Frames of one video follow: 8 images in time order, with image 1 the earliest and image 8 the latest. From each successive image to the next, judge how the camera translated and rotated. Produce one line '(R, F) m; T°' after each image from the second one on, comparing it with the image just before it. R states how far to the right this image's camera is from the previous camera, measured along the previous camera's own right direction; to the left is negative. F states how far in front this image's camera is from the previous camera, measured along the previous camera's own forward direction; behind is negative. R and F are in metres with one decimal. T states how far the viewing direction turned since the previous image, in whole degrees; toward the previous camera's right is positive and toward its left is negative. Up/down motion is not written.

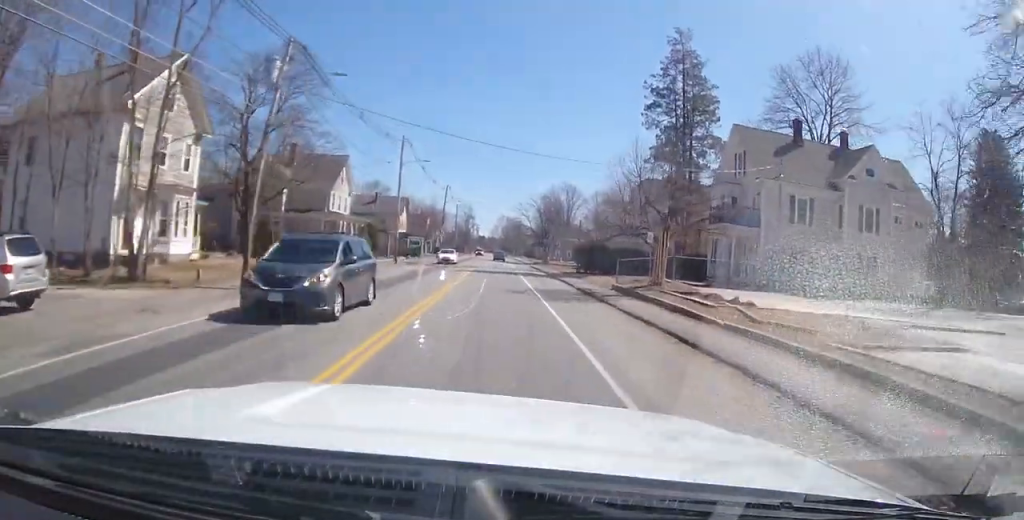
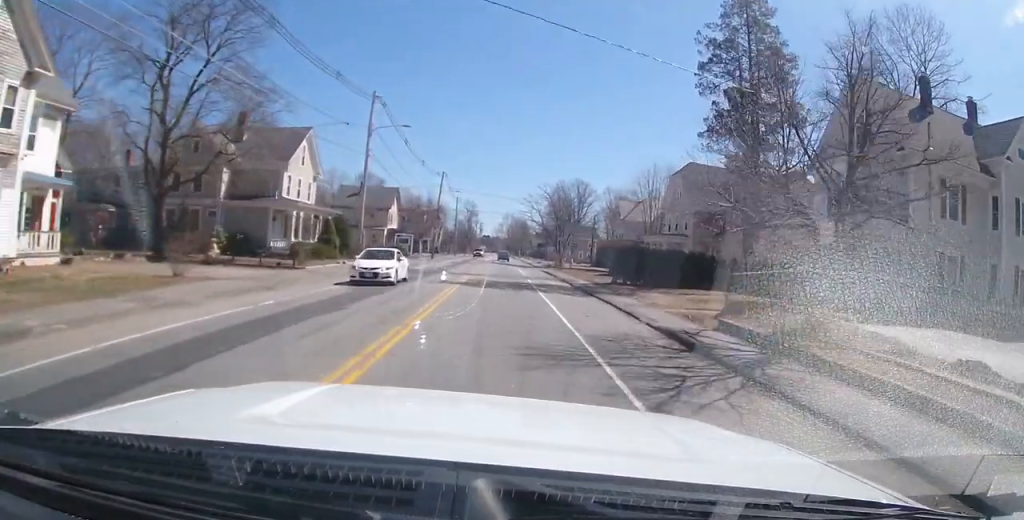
(-0.1, +12.7) m; 0°
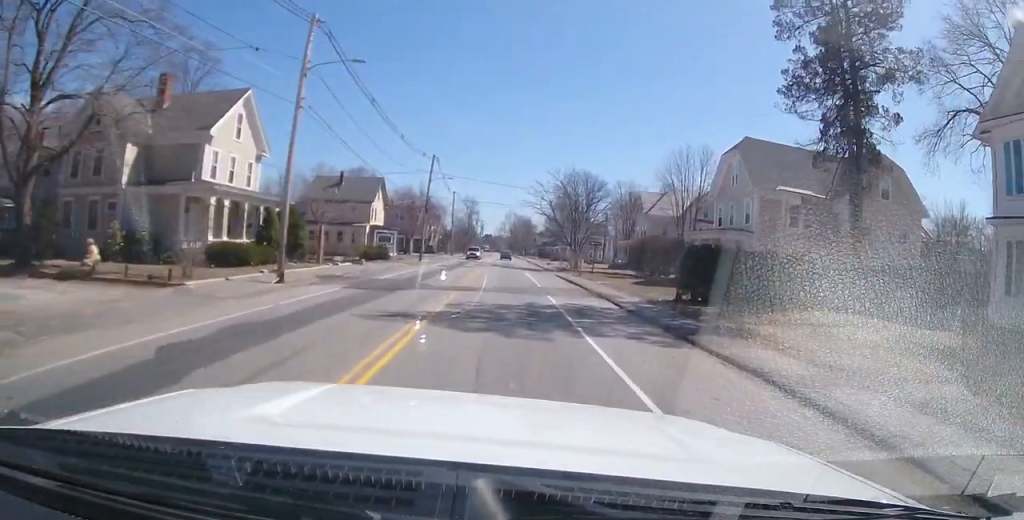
(+0.1, +11.6) m; +1°
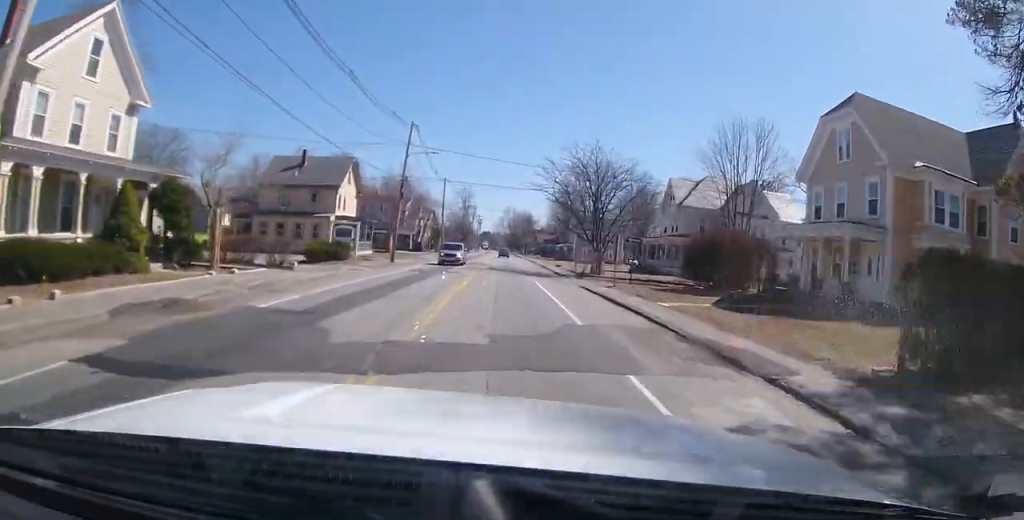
(0.0, +13.5) m; 0°
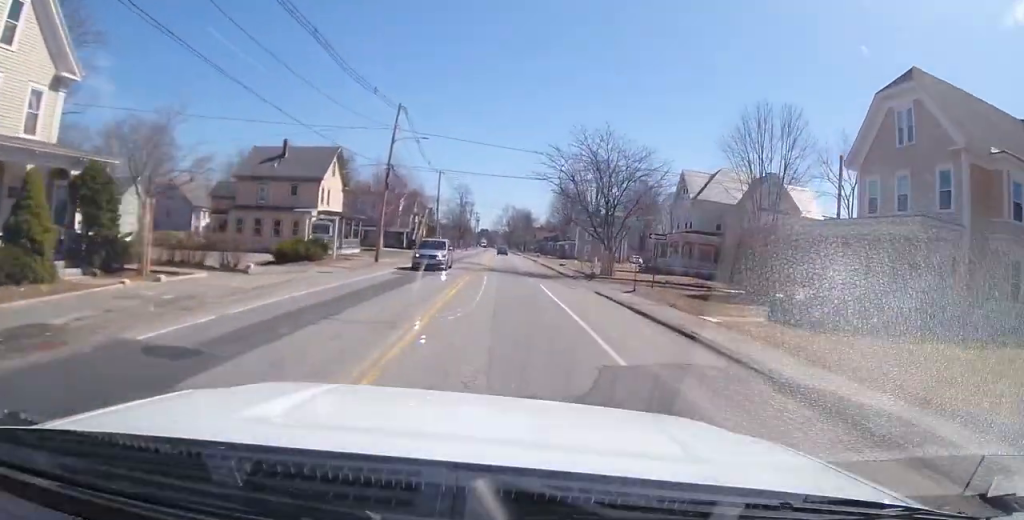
(0.0, +5.1) m; 0°
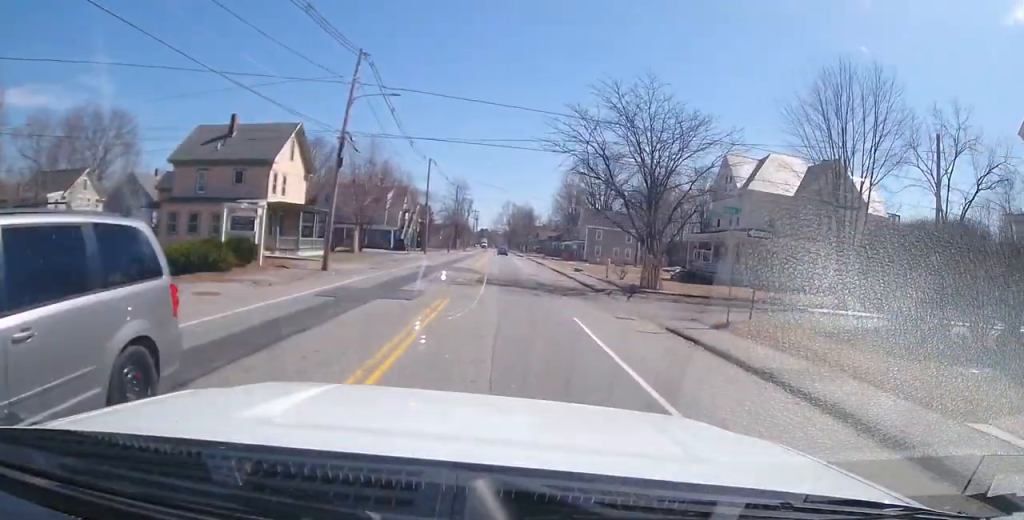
(+0.2, +13.0) m; +2°
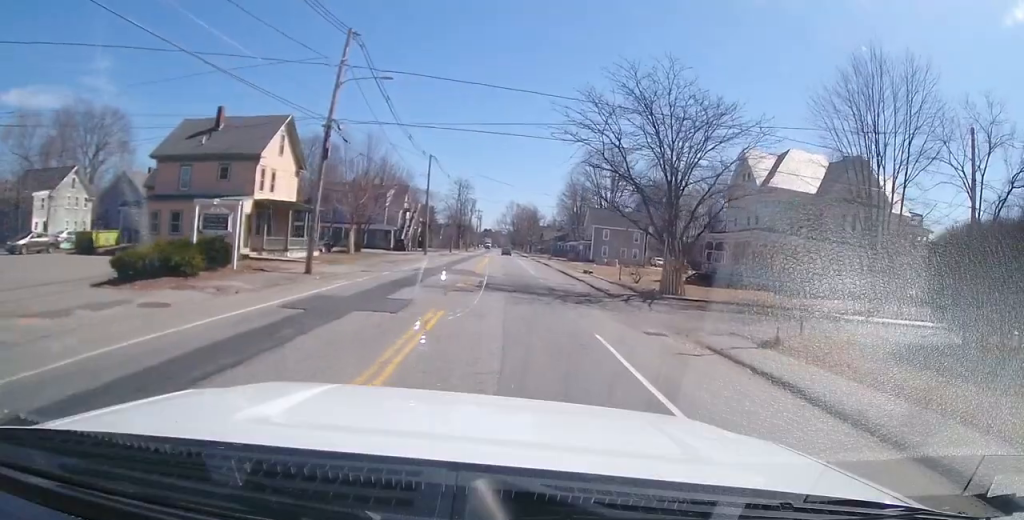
(0.0, +3.7) m; 0°
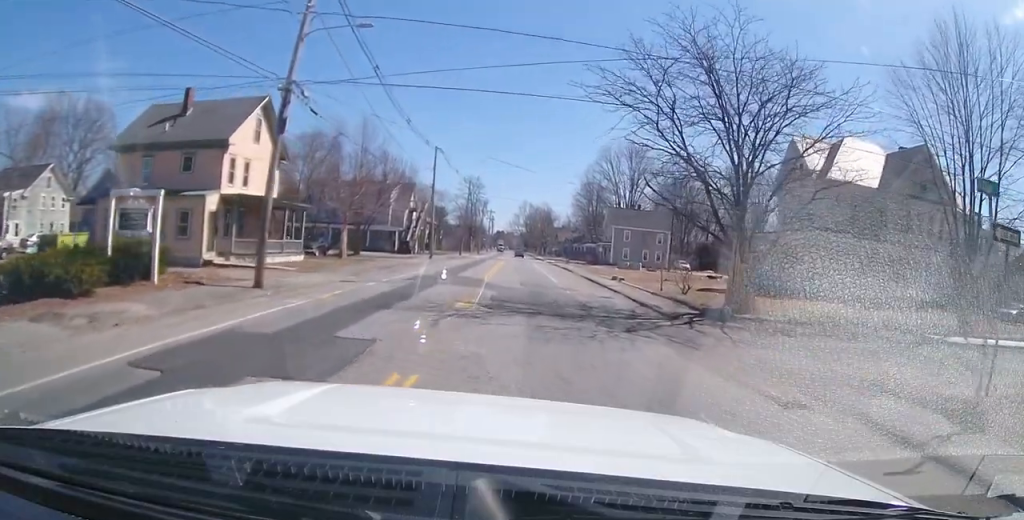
(0.0, +9.1) m; -1°
